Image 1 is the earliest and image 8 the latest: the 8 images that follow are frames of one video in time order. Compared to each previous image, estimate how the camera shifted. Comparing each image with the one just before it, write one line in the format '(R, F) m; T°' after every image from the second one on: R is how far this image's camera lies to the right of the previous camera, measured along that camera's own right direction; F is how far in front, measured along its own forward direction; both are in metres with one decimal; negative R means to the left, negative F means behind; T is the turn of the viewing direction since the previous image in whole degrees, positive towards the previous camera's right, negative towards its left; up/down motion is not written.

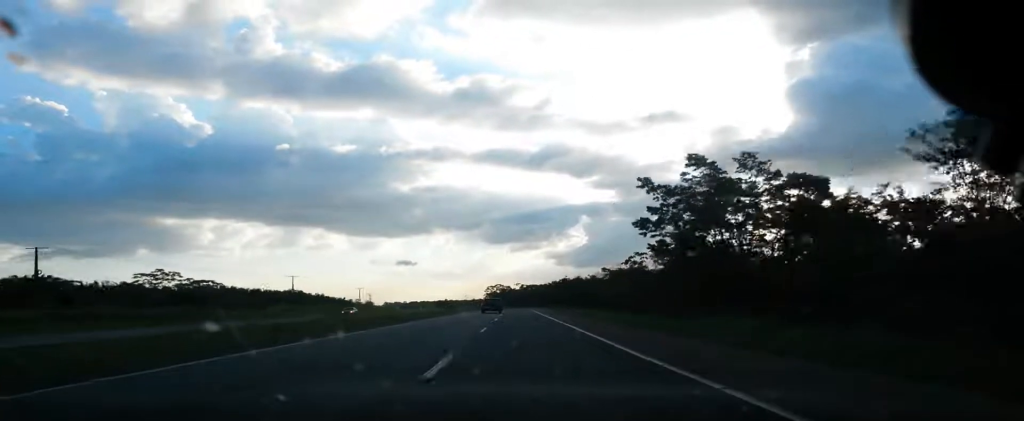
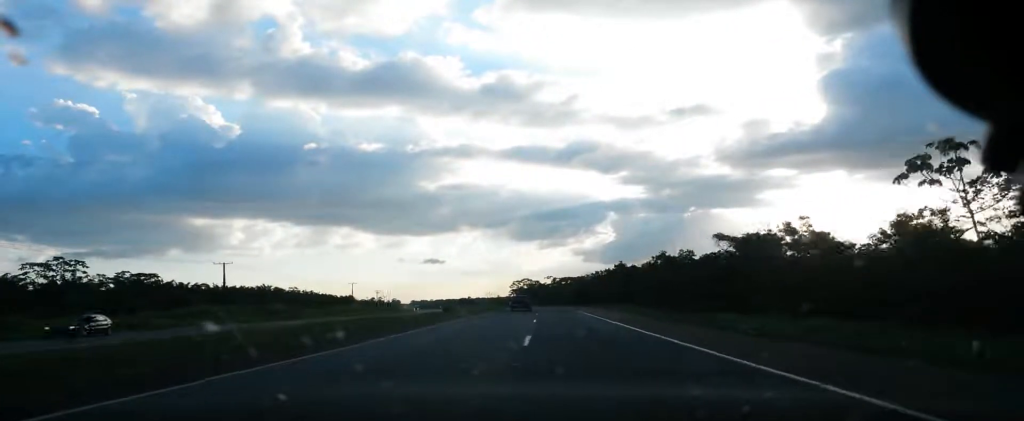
(+0.7, +46.7) m; -1°
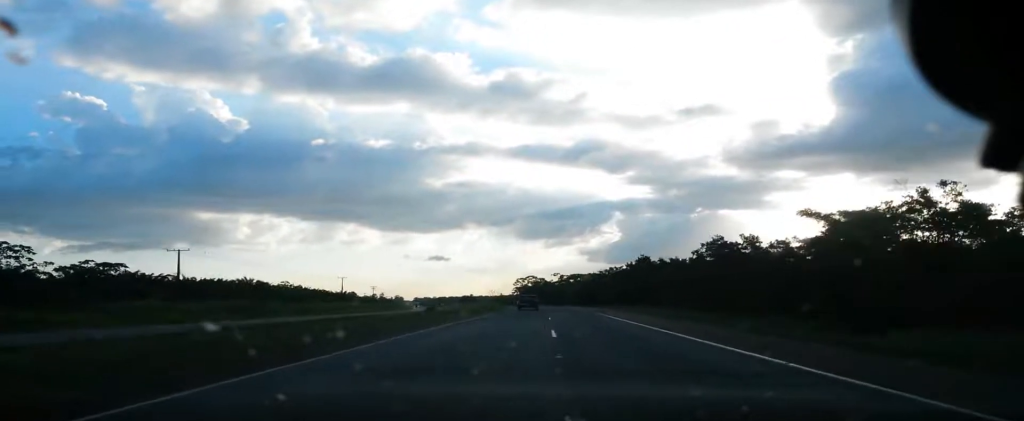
(-0.5, +14.9) m; -1°
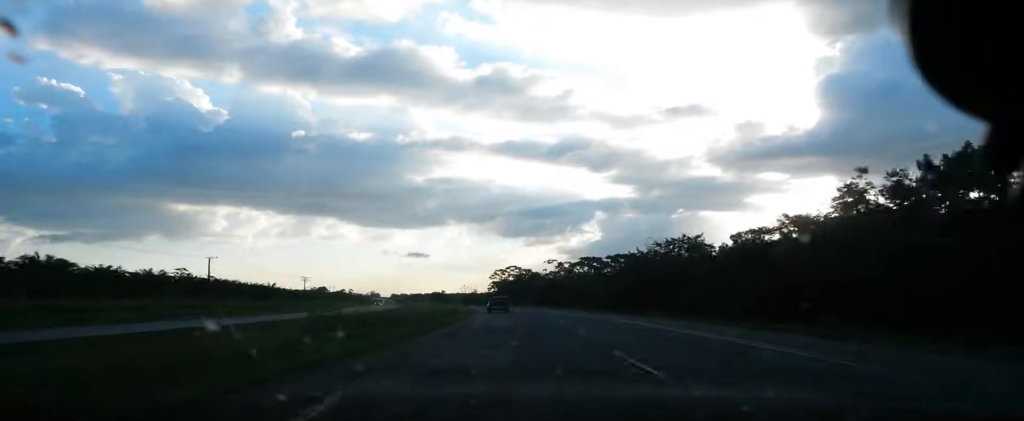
(-0.8, +64.0) m; -1°
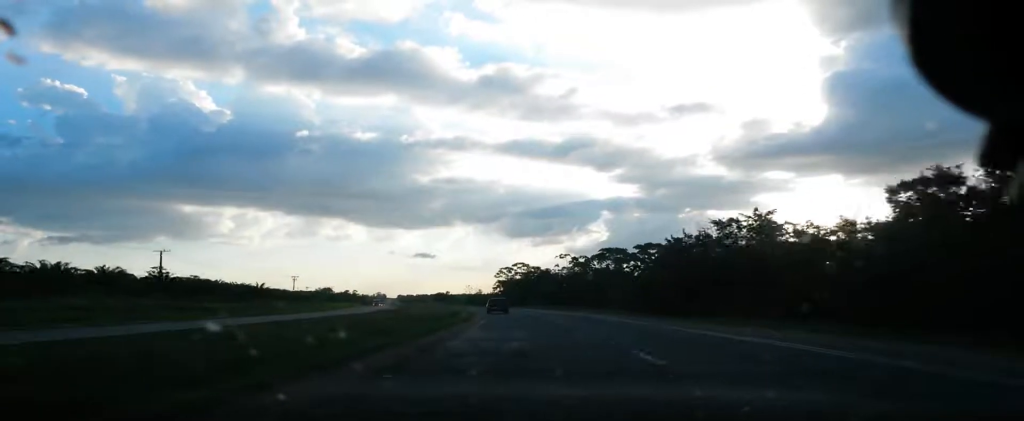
(0.0, +16.3) m; 0°
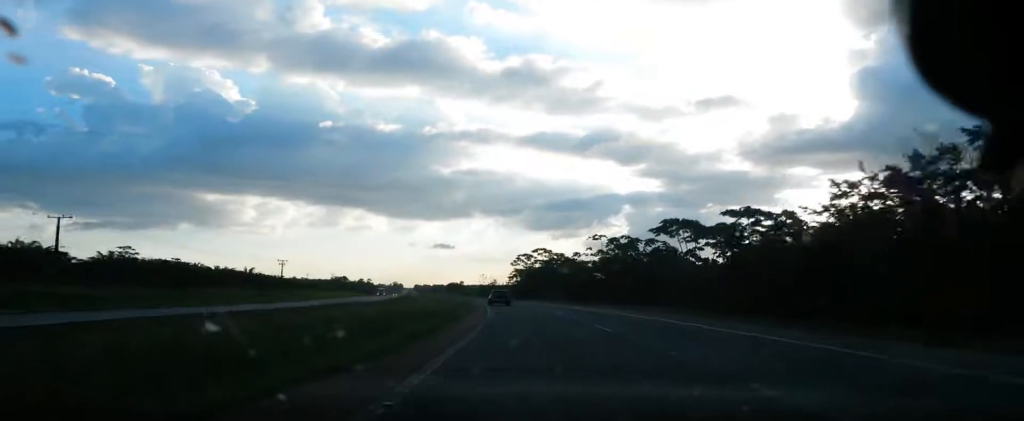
(0.0, +24.2) m; +1°
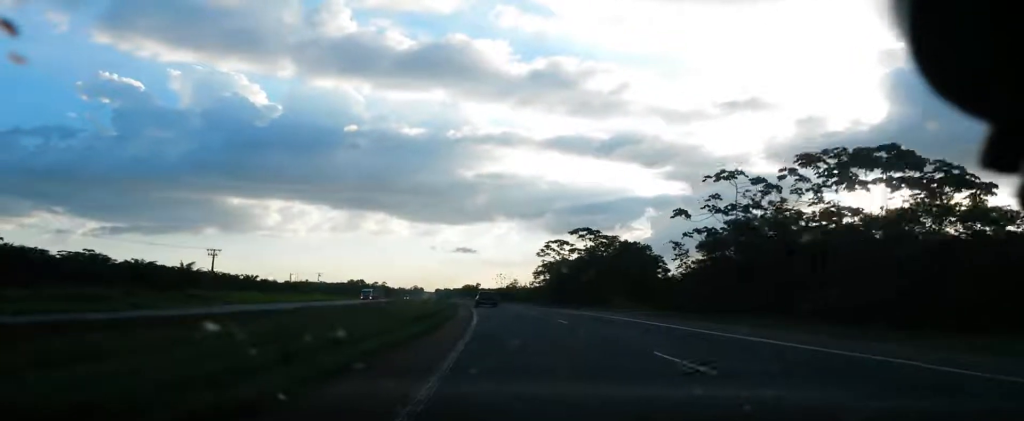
(+1.5, +48.1) m; +2°
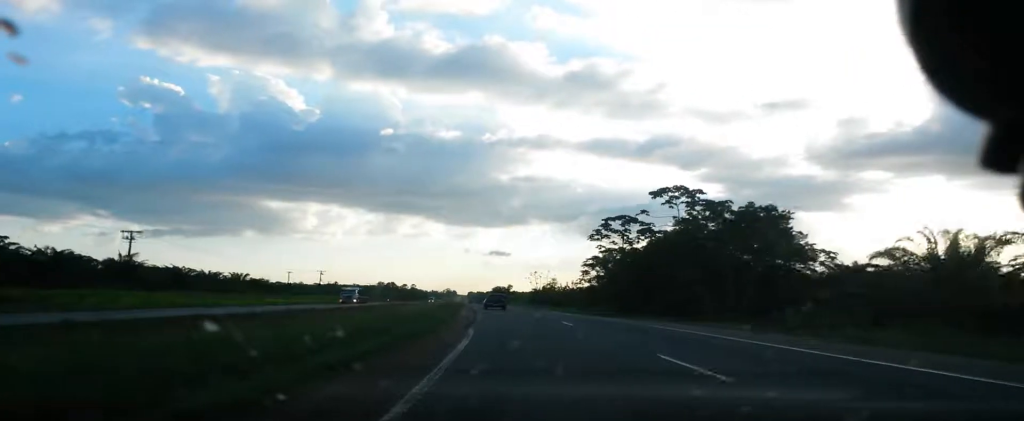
(-0.3, +35.5) m; -3°
